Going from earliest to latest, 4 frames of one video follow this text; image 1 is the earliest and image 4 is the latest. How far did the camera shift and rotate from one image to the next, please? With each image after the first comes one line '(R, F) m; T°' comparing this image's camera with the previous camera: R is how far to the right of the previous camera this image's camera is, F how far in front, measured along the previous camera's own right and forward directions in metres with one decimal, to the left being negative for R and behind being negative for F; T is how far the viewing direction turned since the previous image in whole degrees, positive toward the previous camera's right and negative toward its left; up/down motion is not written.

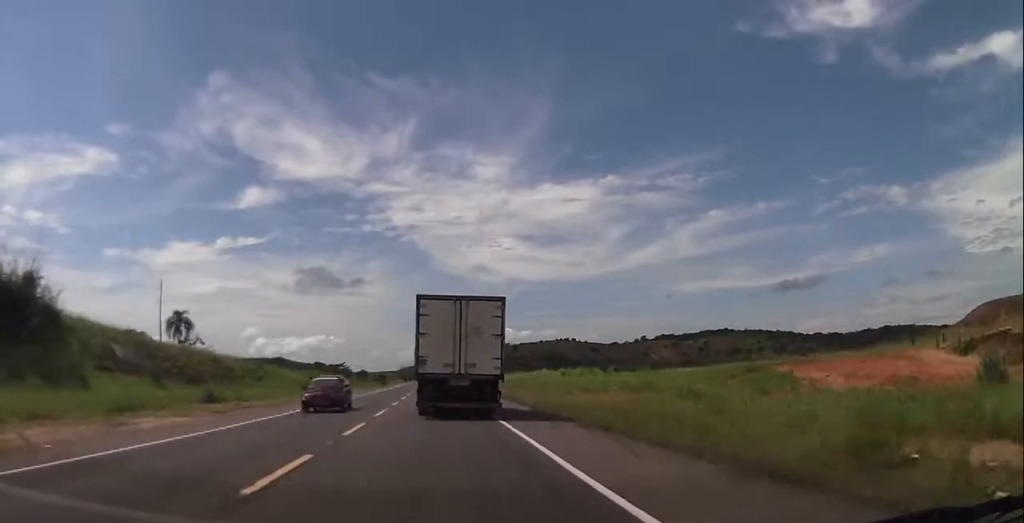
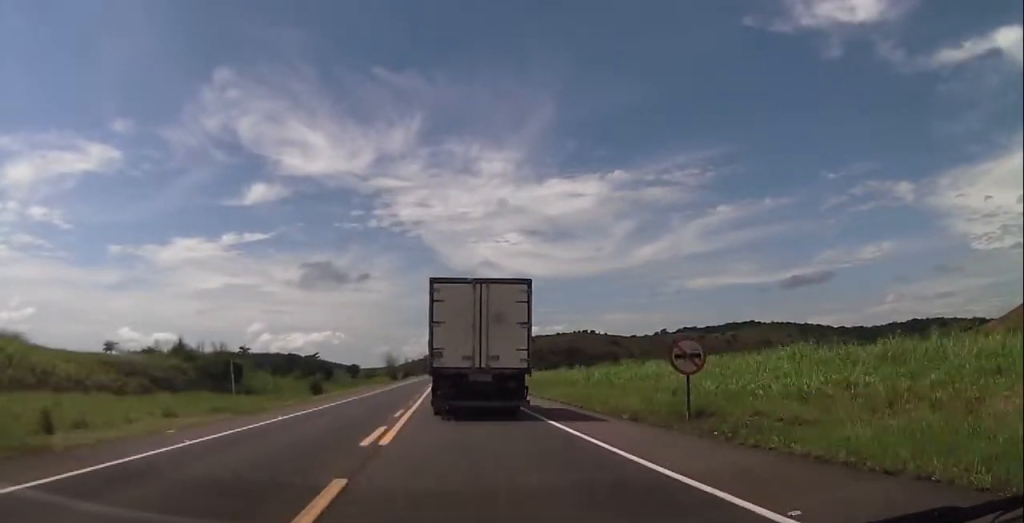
(-1.0, +94.9) m; -1°
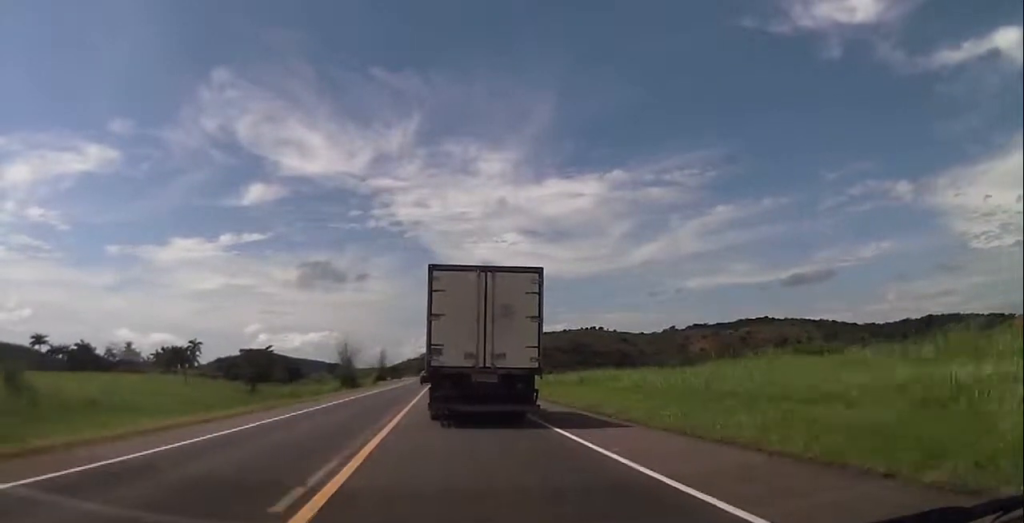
(+0.5, +67.1) m; +1°
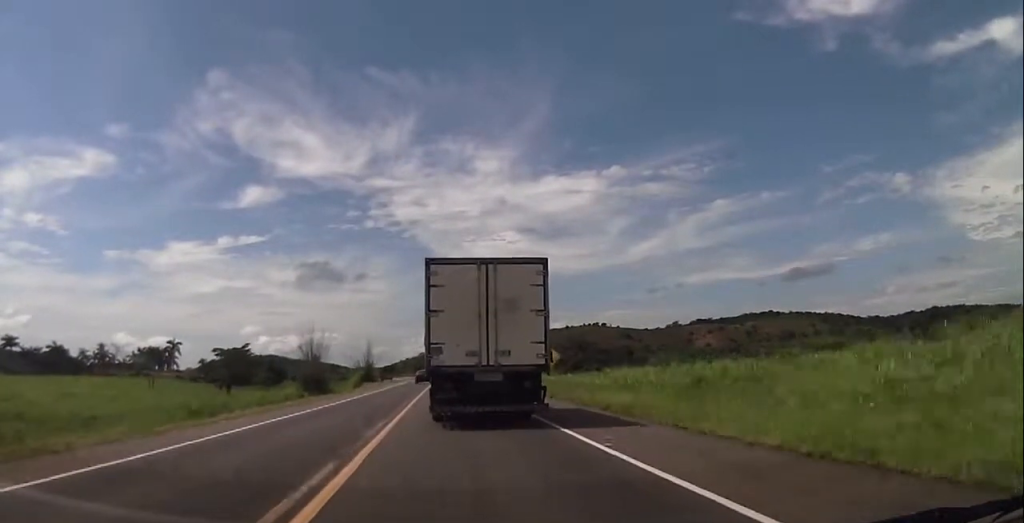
(0.0, +22.3) m; 0°
